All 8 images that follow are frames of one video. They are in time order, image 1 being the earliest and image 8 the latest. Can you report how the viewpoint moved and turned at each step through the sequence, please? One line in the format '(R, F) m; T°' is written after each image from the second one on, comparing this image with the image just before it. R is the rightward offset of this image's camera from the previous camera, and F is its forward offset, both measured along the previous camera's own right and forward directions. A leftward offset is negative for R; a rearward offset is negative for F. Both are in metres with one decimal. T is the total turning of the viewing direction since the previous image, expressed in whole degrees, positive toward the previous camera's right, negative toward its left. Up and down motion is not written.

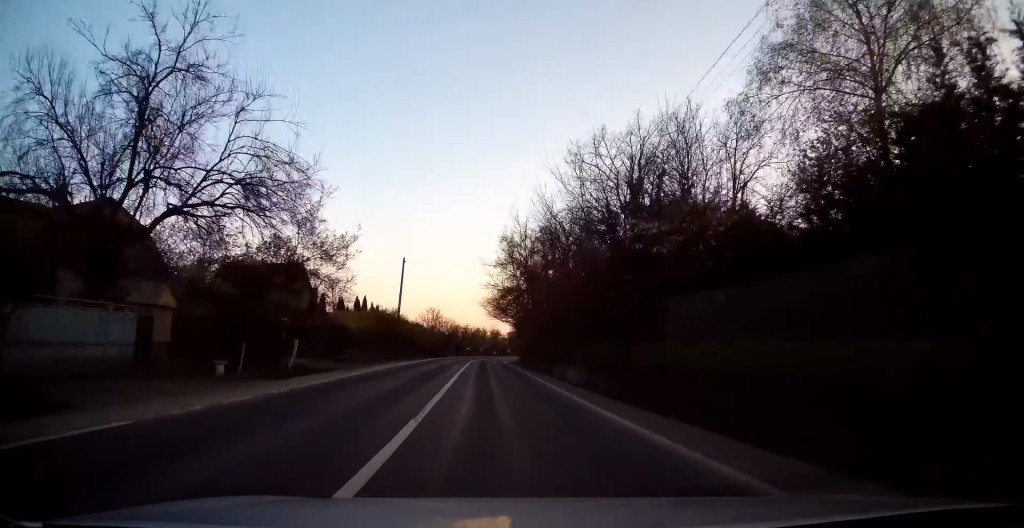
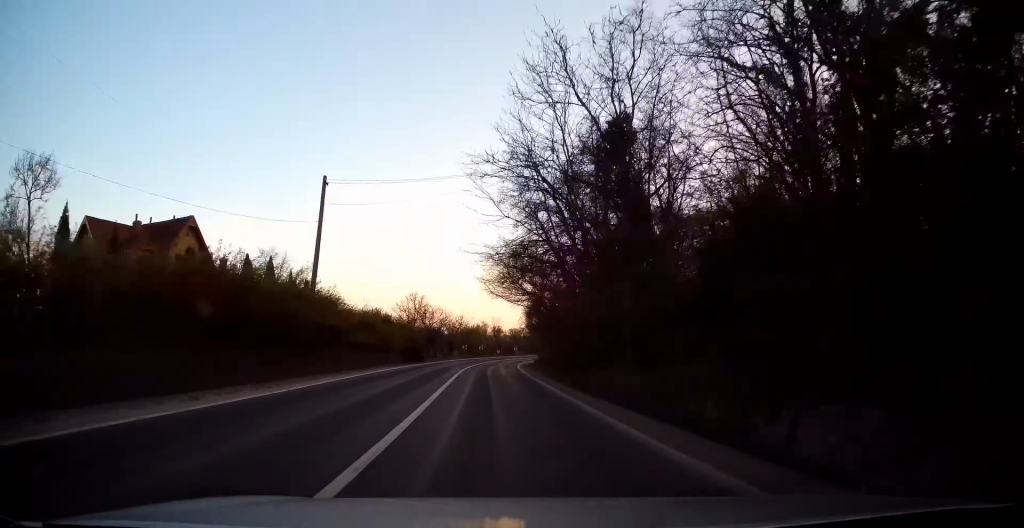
(0.0, +25.7) m; -1°
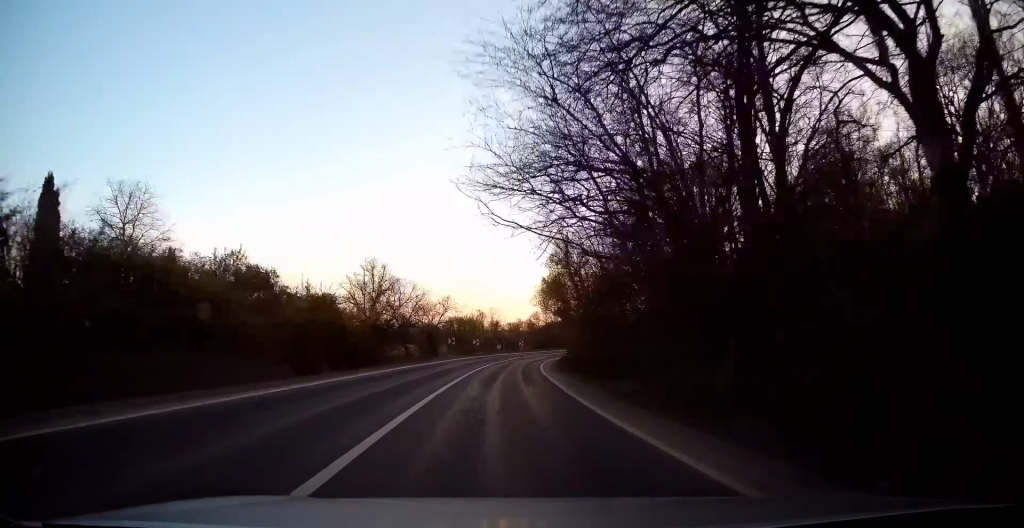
(-0.4, +25.5) m; 0°
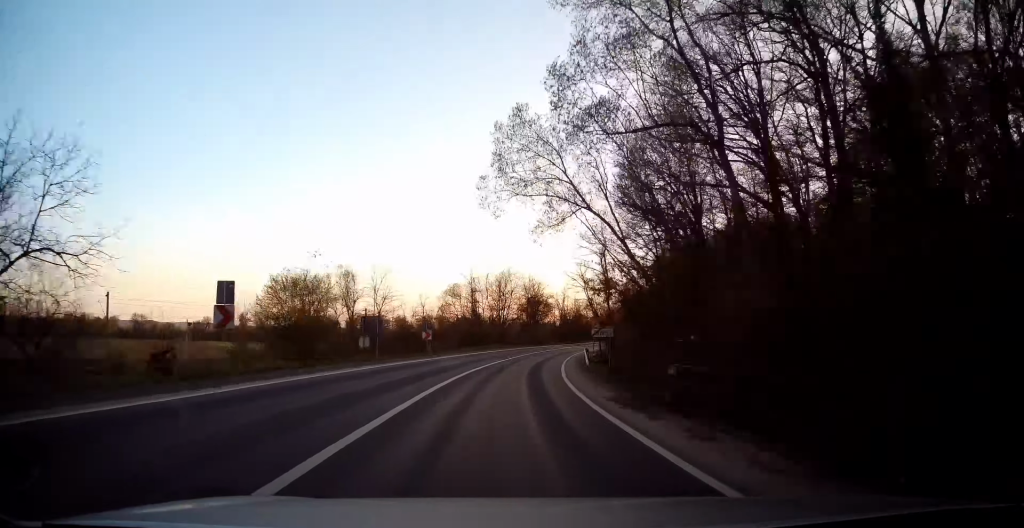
(+2.5, +52.7) m; +6°
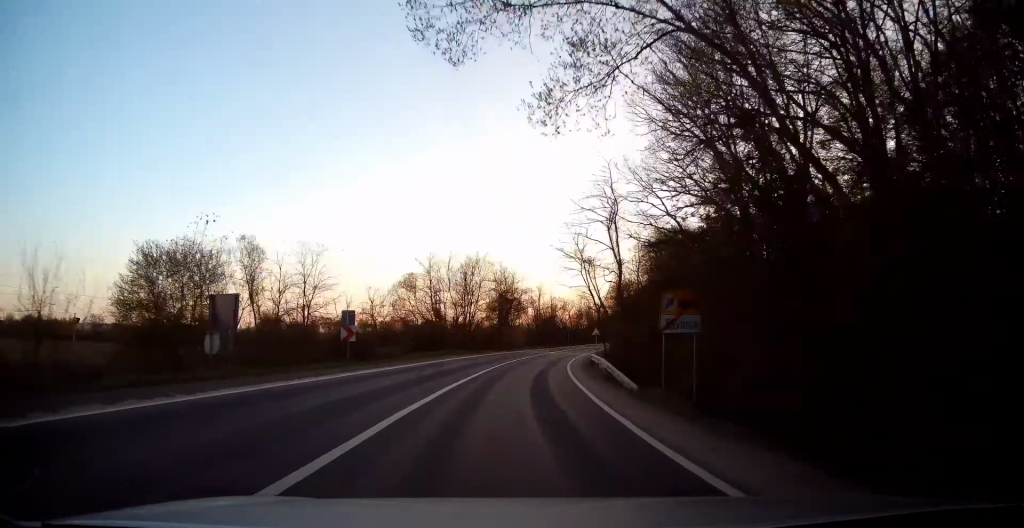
(-0.2, +14.5) m; +3°
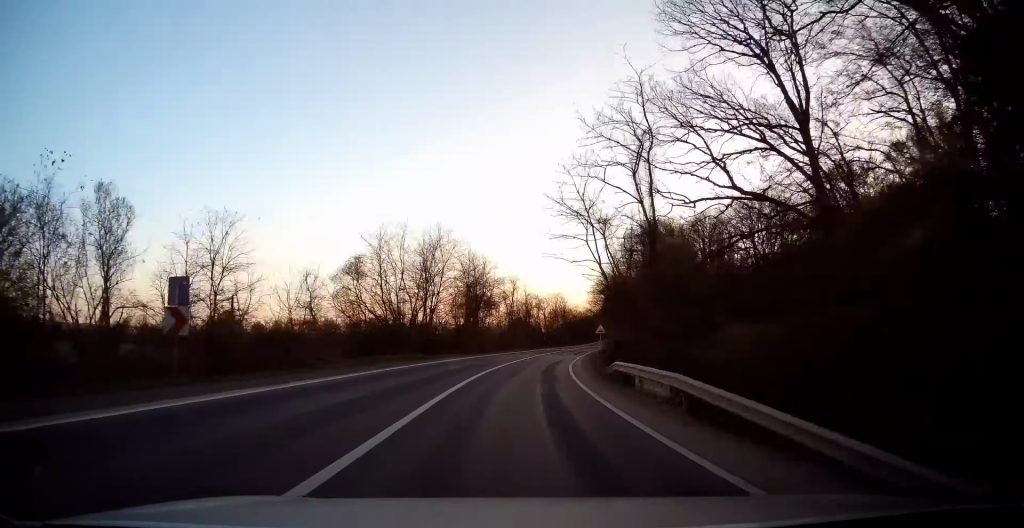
(+0.6, +12.2) m; +4°
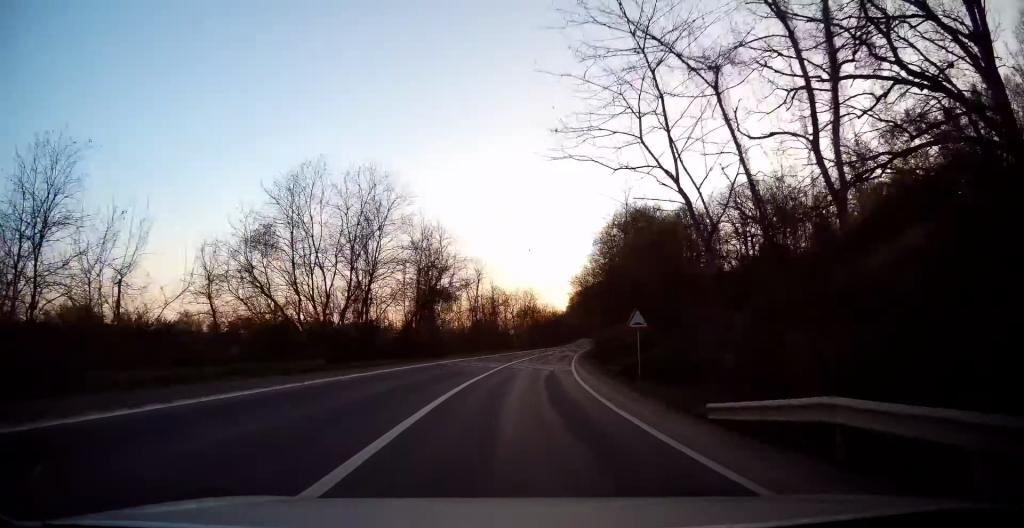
(+0.2, +13.9) m; +5°
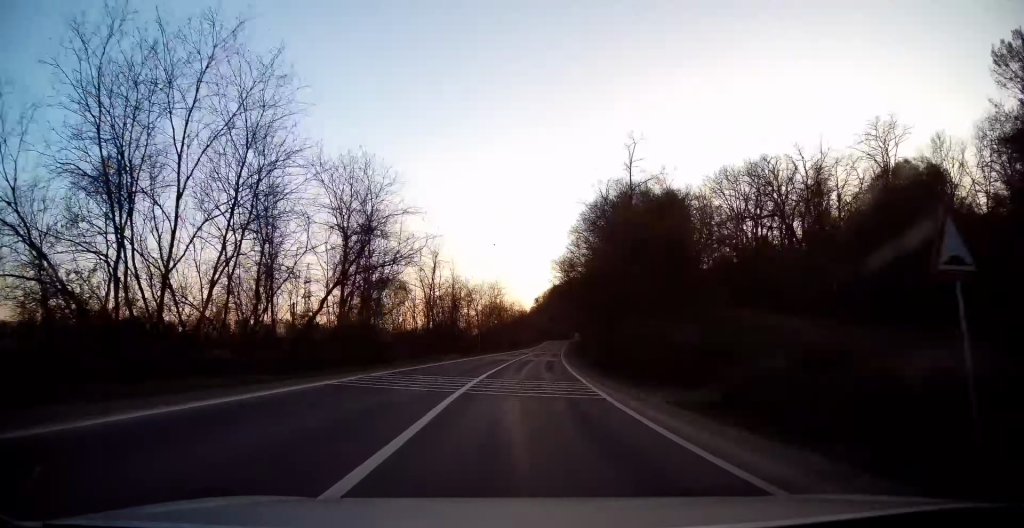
(+1.0, +13.8) m; +4°
